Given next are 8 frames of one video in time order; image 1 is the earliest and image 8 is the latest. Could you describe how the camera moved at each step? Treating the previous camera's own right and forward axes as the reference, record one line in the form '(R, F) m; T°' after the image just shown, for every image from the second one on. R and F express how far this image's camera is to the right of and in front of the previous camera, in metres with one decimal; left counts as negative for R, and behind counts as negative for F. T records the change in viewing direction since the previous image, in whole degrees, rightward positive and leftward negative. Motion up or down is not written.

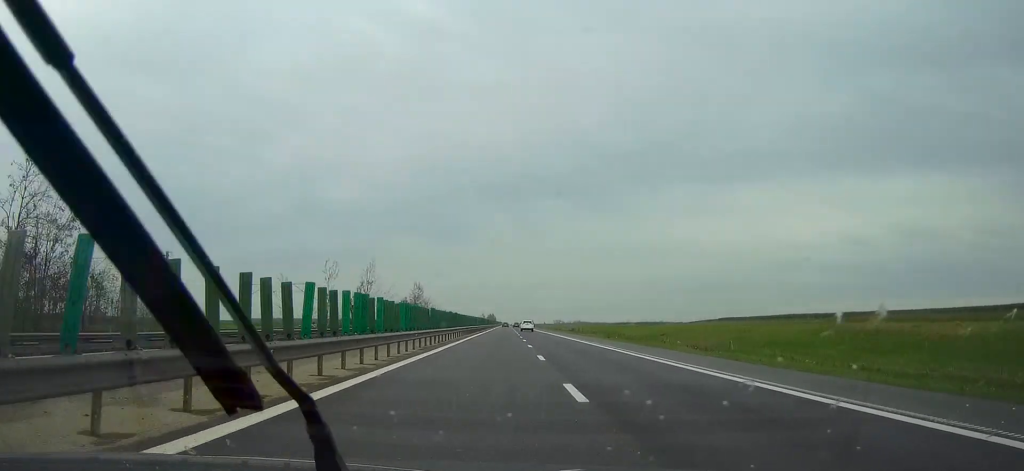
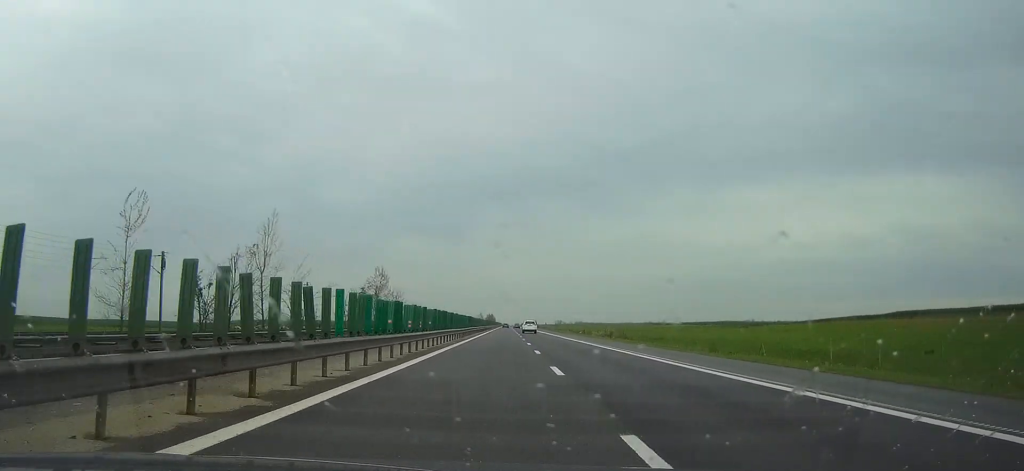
(0.0, +51.2) m; 0°
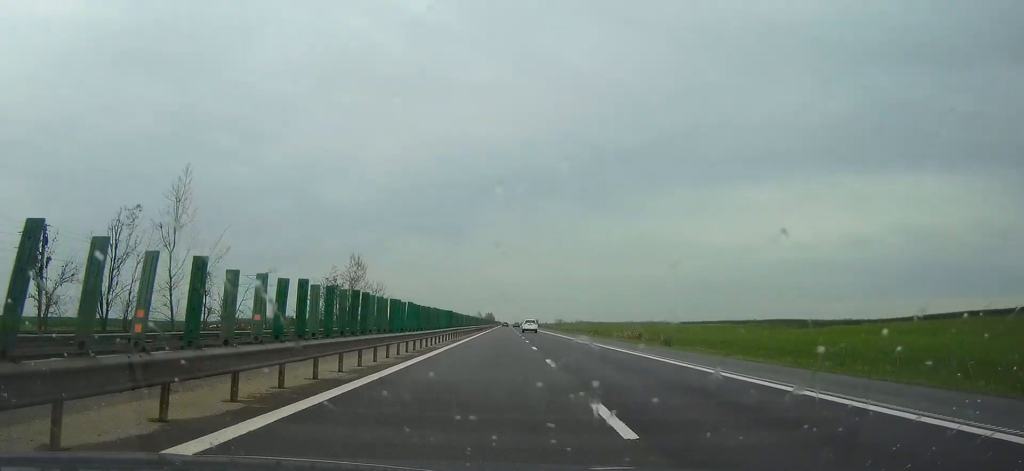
(0.0, +19.1) m; 0°
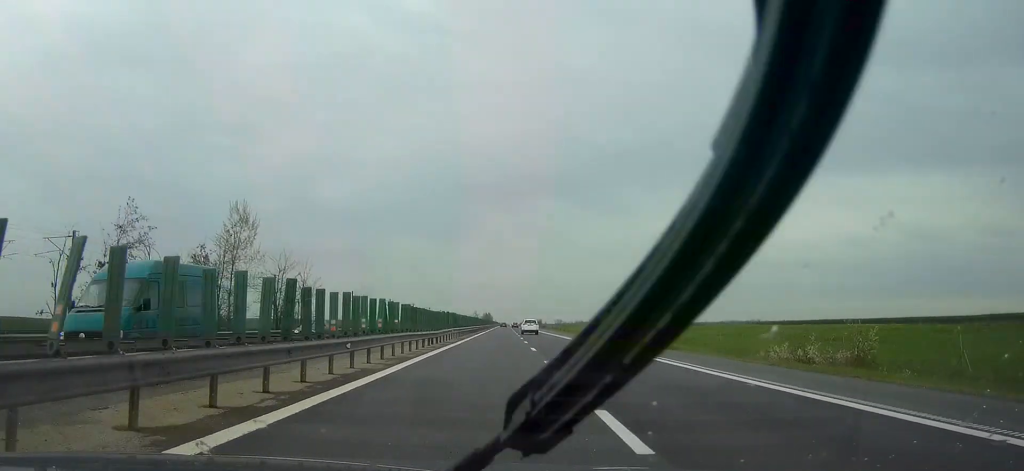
(0.0, +43.2) m; 0°
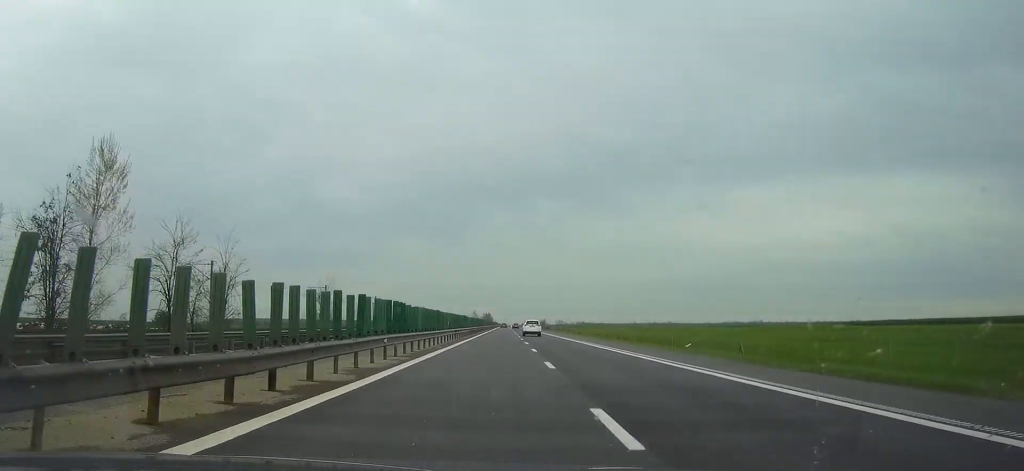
(0.0, +20.5) m; 0°
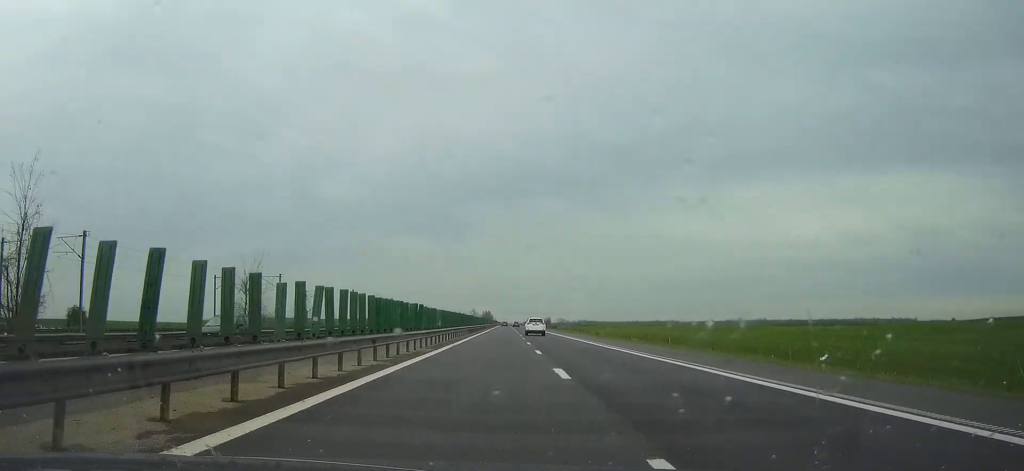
(0.0, +24.0) m; 0°
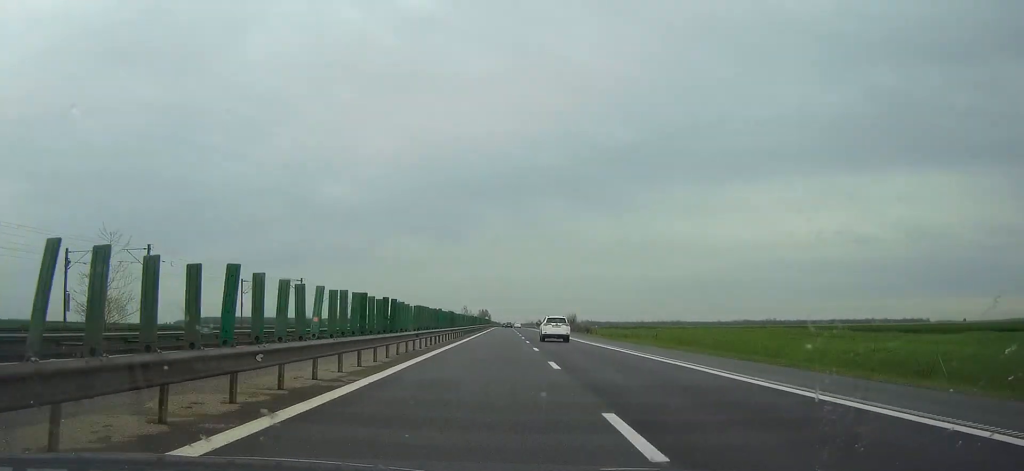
(0.0, +79.9) m; 0°
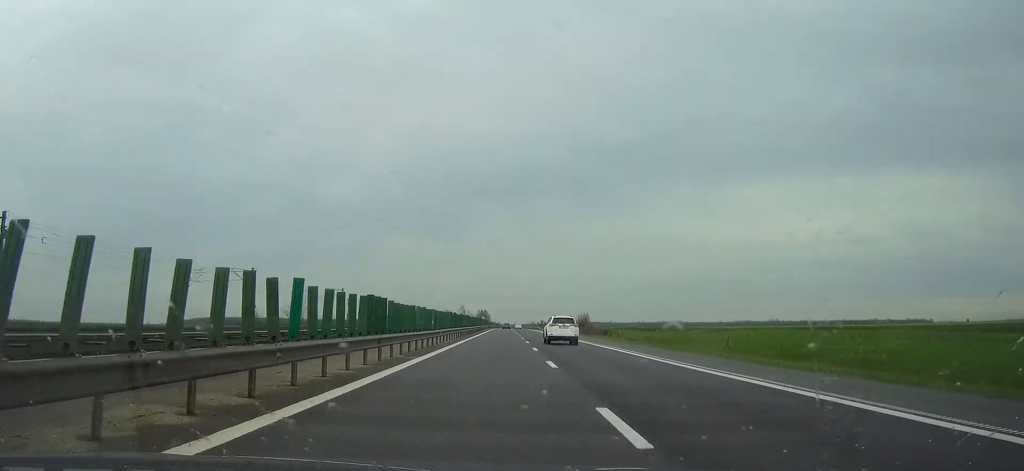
(0.0, +20.5) m; 0°
